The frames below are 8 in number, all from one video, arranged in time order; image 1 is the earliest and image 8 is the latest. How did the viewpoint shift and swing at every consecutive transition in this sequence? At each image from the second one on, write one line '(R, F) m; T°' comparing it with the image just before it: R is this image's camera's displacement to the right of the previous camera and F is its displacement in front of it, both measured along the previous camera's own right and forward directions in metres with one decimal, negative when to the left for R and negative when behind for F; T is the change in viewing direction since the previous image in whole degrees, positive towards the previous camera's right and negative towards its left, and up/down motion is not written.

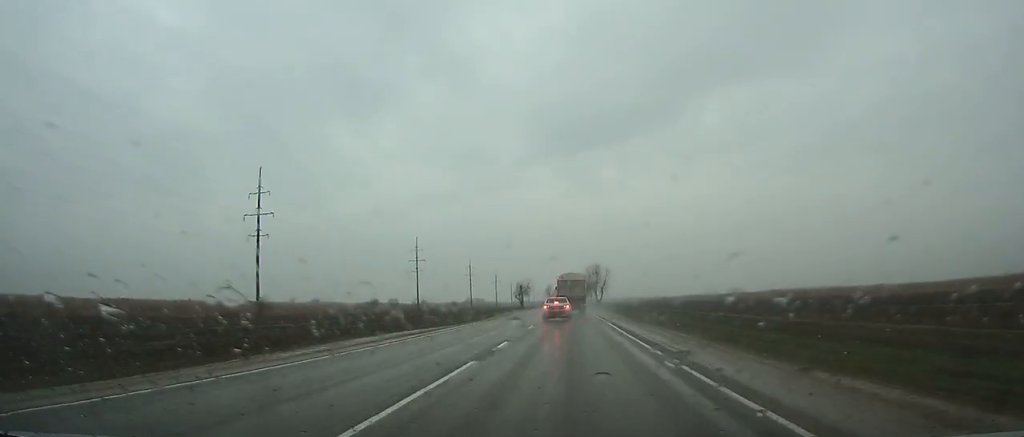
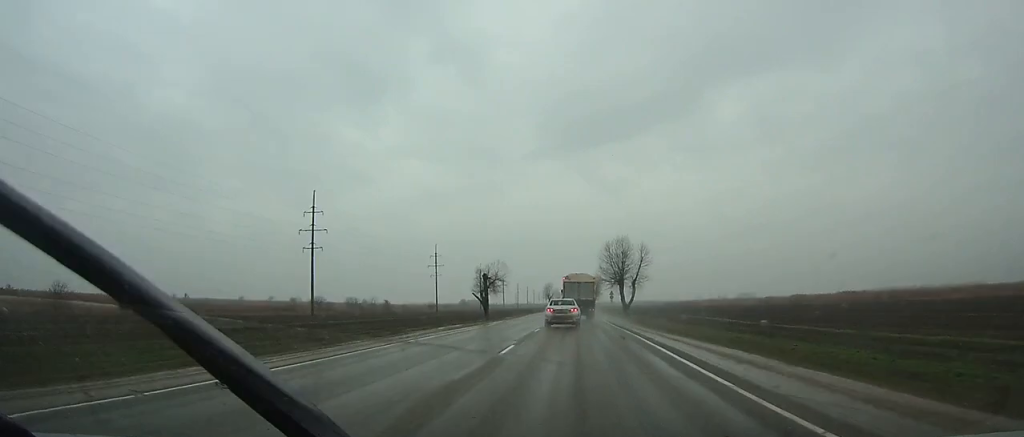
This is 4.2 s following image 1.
(-0.1, +70.9) m; 0°
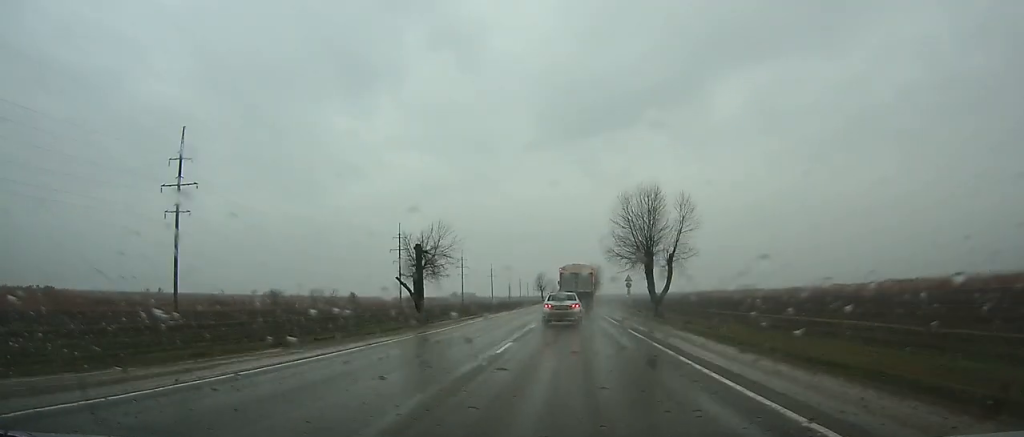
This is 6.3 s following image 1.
(+0.2, +32.5) m; 0°
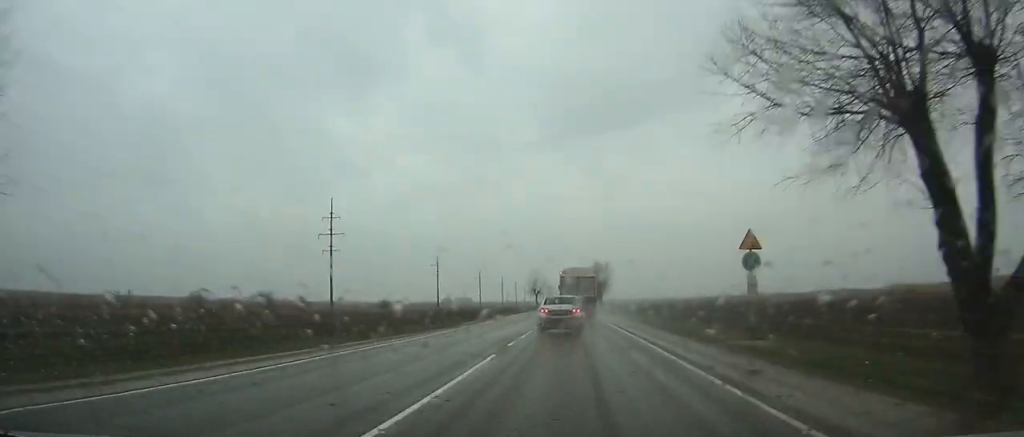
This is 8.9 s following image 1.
(0.0, +40.5) m; 0°
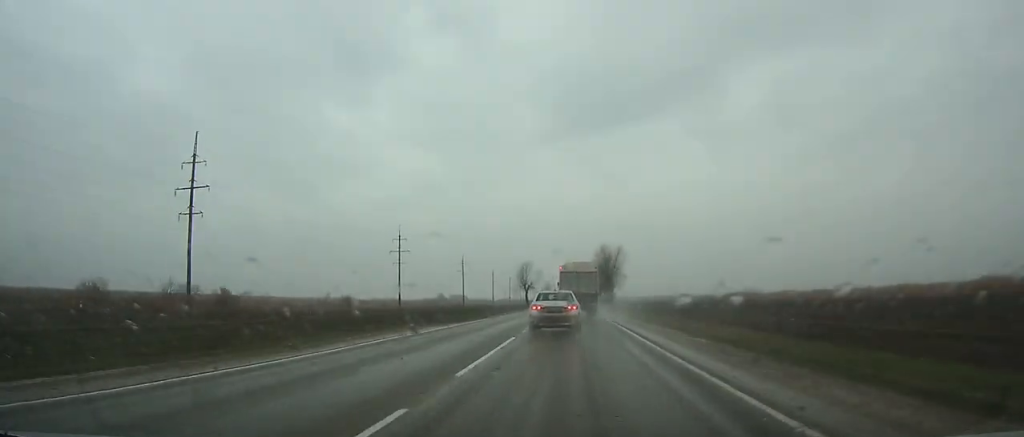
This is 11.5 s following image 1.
(-0.1, +41.2) m; 0°
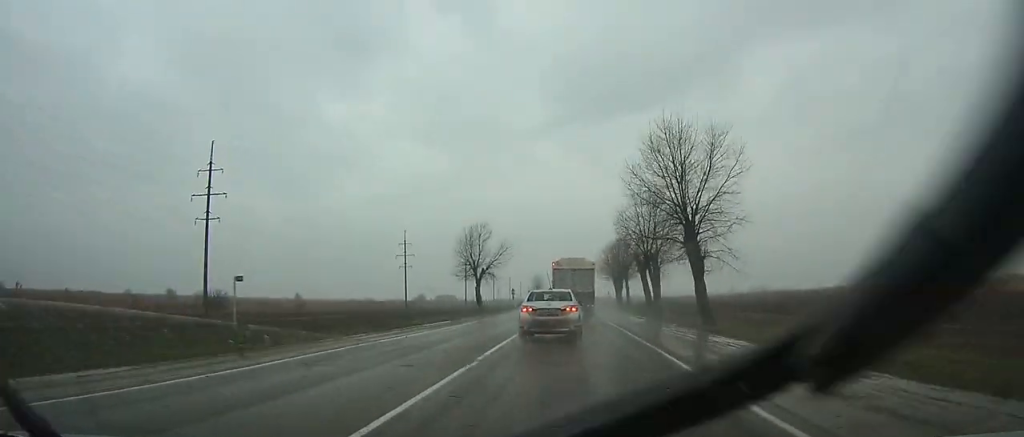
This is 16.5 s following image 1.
(+0.1, +80.1) m; 0°
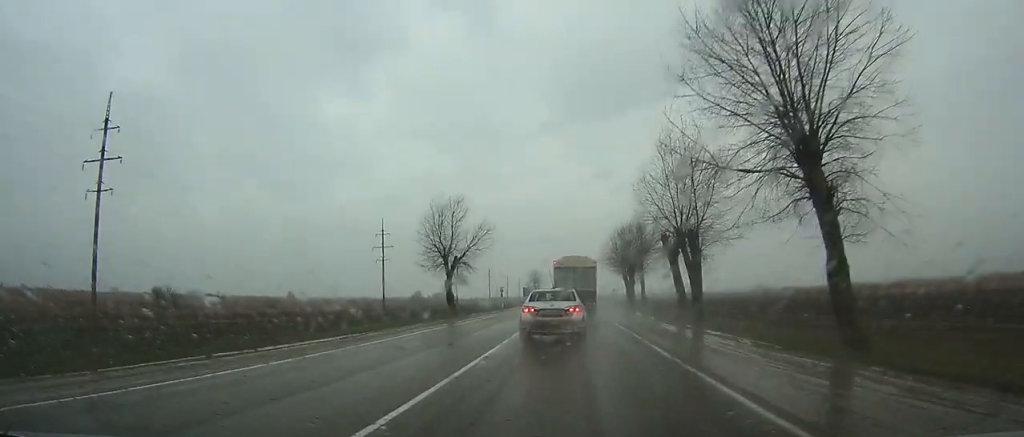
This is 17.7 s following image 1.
(-0.1, +19.0) m; 0°
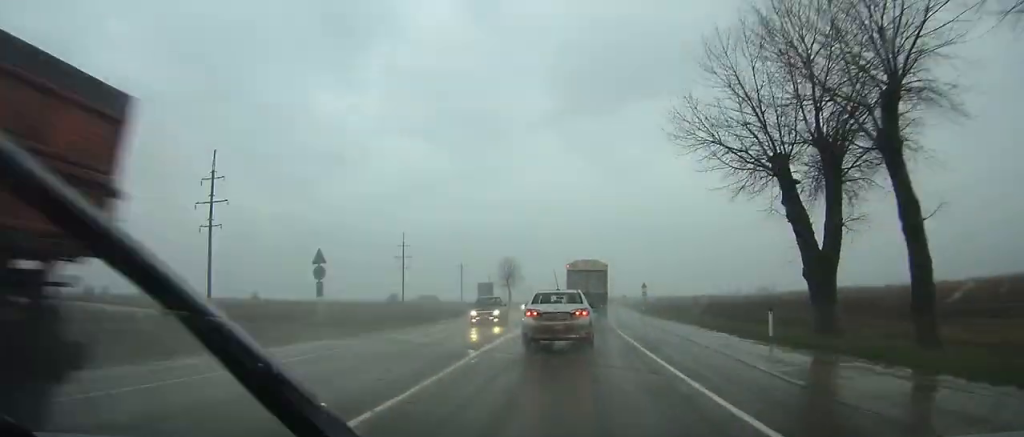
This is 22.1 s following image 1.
(+0.4, +68.8) m; +1°
